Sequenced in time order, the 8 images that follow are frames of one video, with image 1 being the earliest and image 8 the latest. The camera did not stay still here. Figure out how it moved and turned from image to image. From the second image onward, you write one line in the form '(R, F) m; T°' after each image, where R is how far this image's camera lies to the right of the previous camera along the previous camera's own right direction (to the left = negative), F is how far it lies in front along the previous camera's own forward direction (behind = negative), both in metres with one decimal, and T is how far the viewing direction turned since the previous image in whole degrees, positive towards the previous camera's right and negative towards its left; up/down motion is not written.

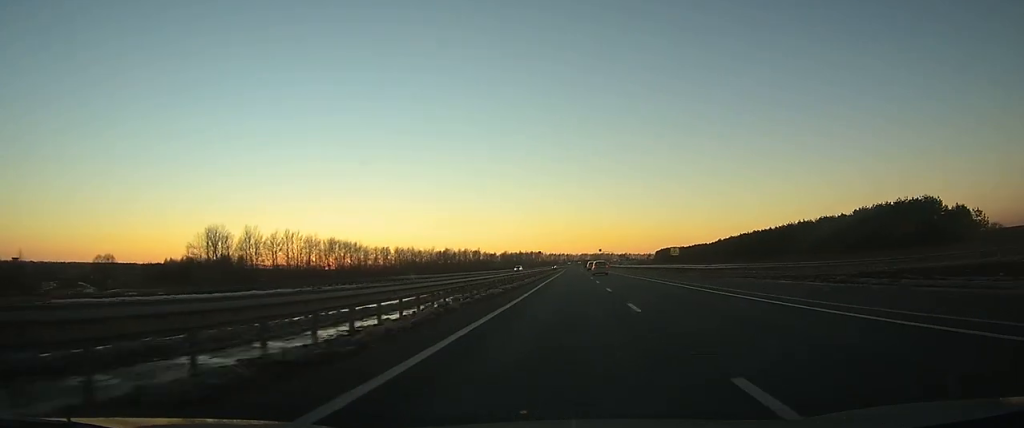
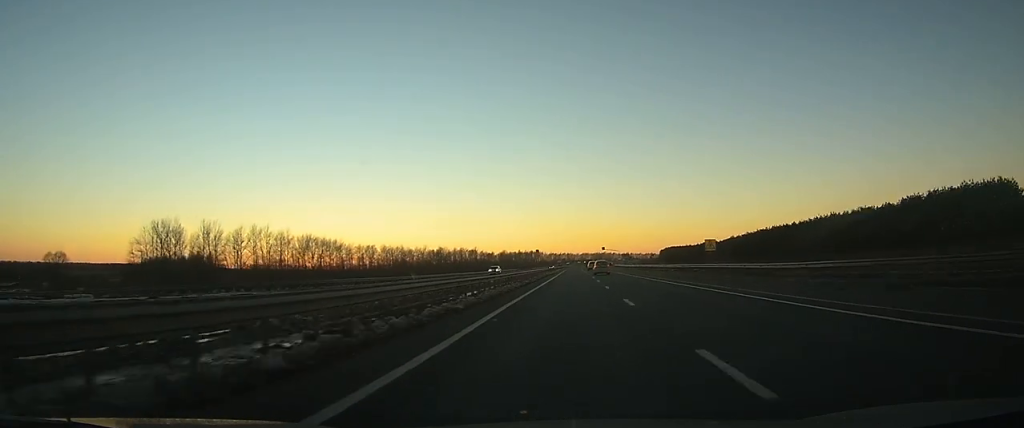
(0.0, +21.6) m; 0°
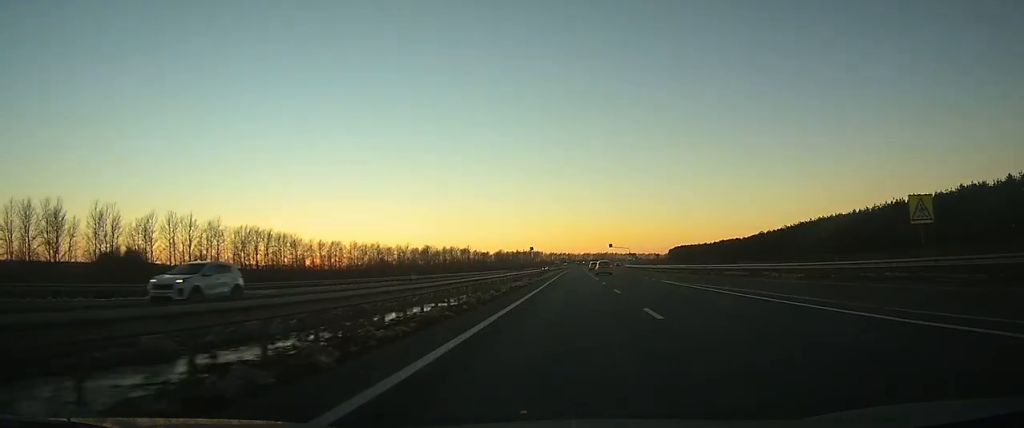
(0.0, +41.6) m; 0°
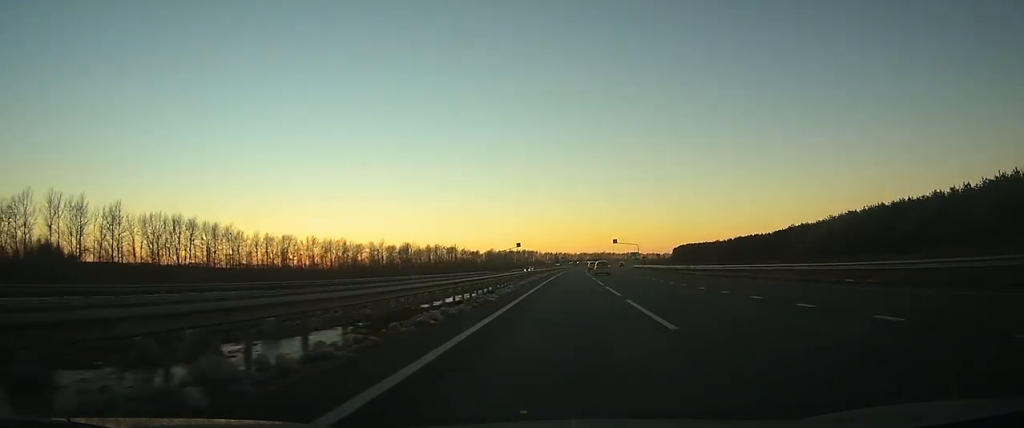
(+0.1, +37.5) m; 0°
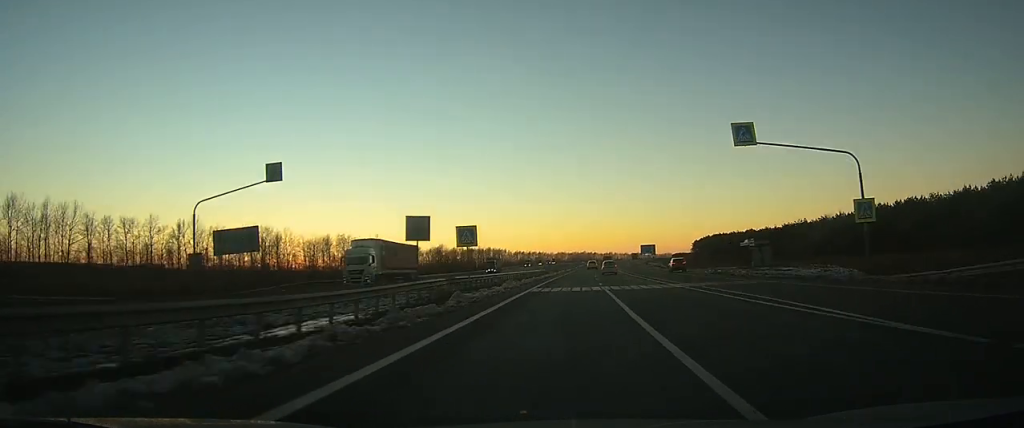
(+1.6, +131.2) m; +2°
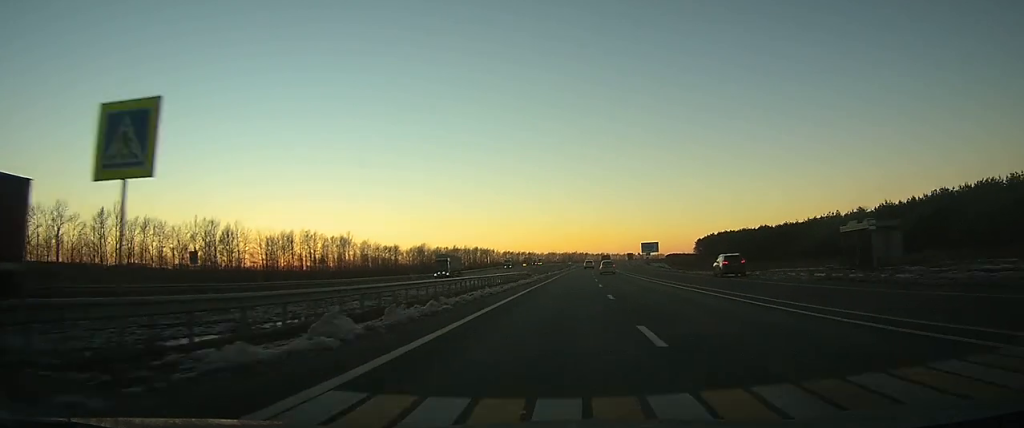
(+0.4, +25.5) m; +1°
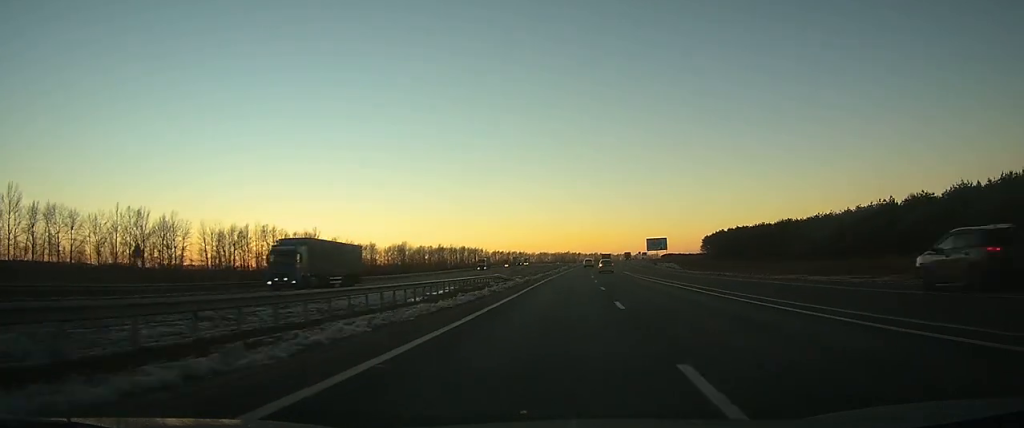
(+0.1, +27.5) m; +1°
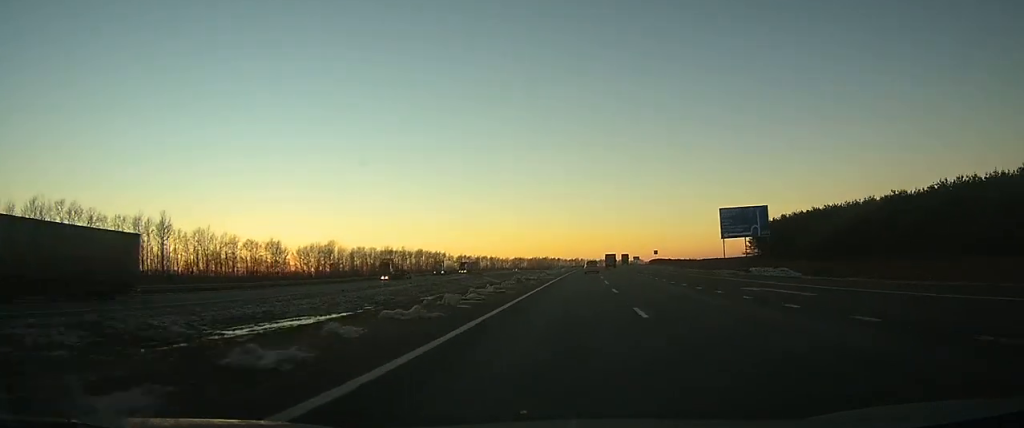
(+1.6, +89.3) m; +2°
